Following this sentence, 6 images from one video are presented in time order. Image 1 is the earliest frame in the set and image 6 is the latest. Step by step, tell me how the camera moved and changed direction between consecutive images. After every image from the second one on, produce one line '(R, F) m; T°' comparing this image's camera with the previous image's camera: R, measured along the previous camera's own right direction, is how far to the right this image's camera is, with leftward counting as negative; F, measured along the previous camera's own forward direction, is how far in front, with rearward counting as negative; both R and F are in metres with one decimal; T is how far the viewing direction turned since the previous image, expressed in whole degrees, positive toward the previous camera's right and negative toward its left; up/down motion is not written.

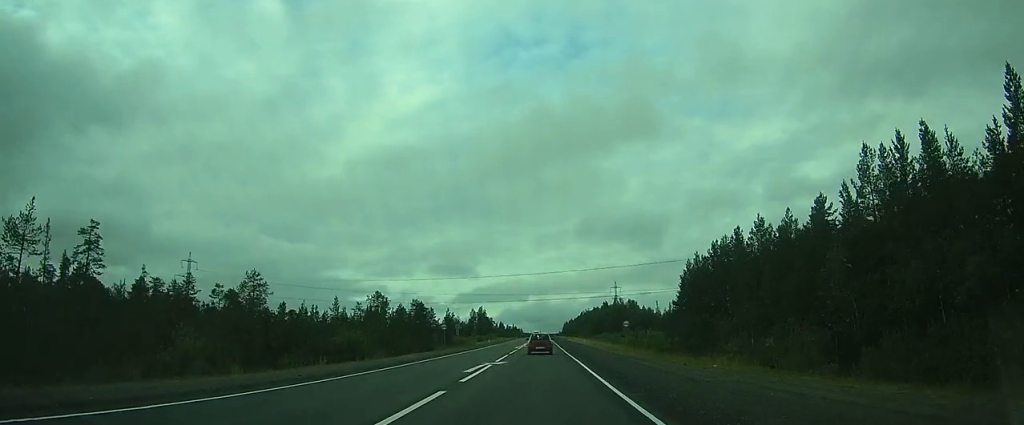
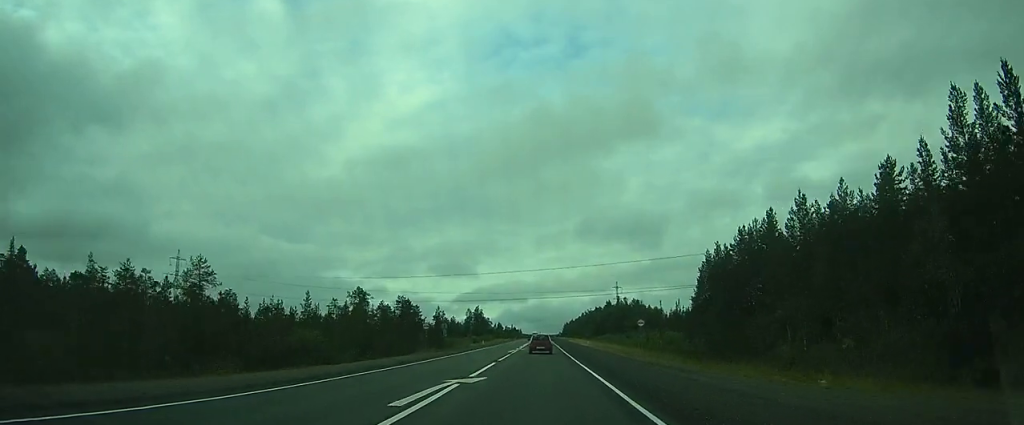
(0.0, +10.6) m; 0°
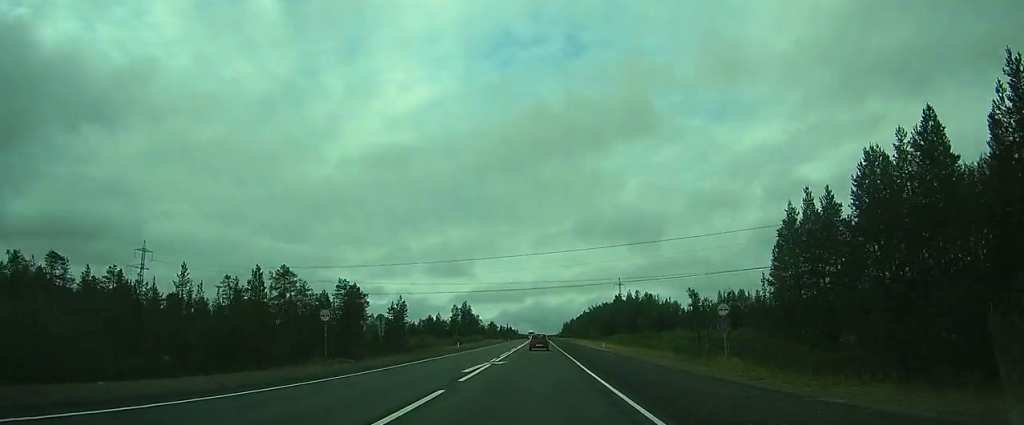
(0.0, +27.7) m; 0°
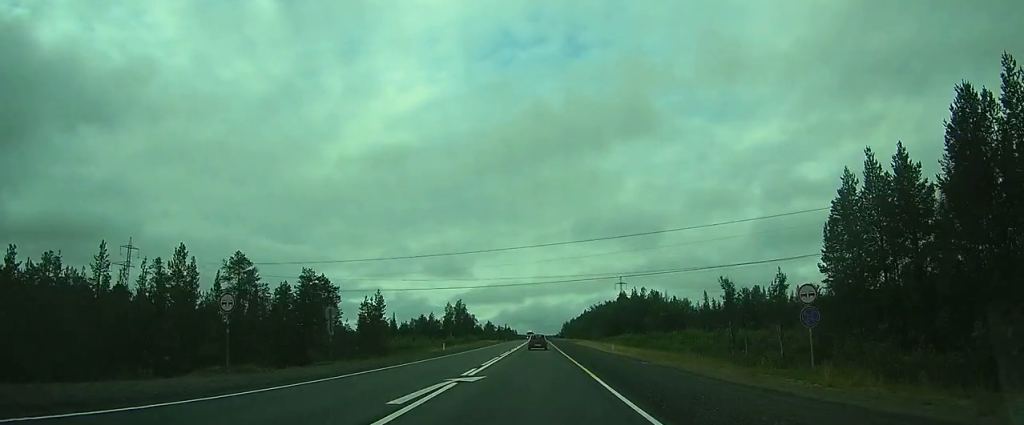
(0.0, +10.5) m; 0°
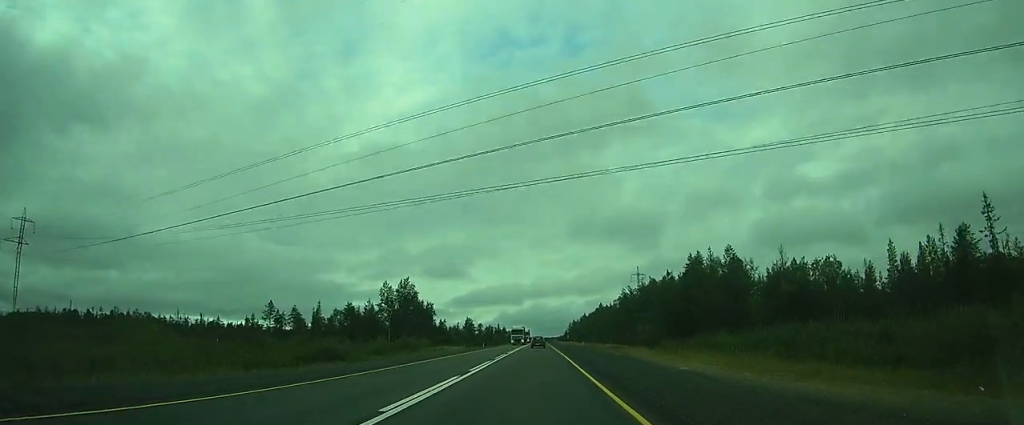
(-0.1, +66.7) m; 0°
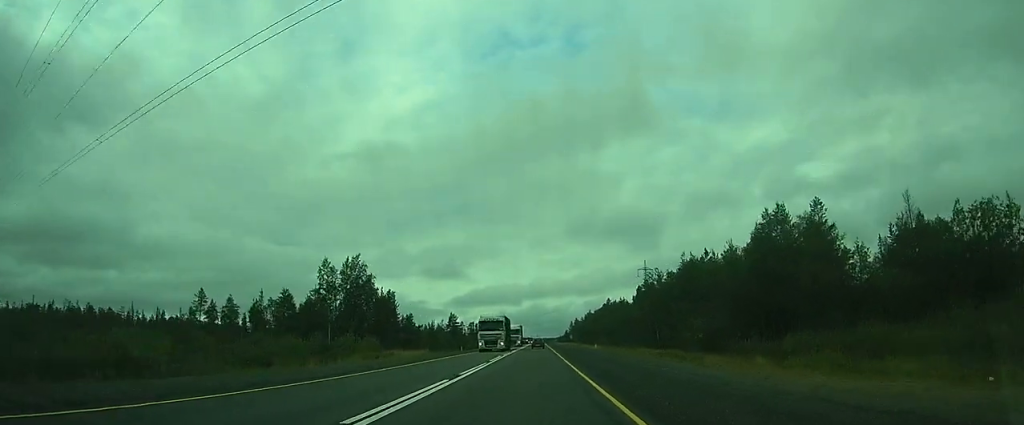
(+0.1, +26.4) m; +1°
